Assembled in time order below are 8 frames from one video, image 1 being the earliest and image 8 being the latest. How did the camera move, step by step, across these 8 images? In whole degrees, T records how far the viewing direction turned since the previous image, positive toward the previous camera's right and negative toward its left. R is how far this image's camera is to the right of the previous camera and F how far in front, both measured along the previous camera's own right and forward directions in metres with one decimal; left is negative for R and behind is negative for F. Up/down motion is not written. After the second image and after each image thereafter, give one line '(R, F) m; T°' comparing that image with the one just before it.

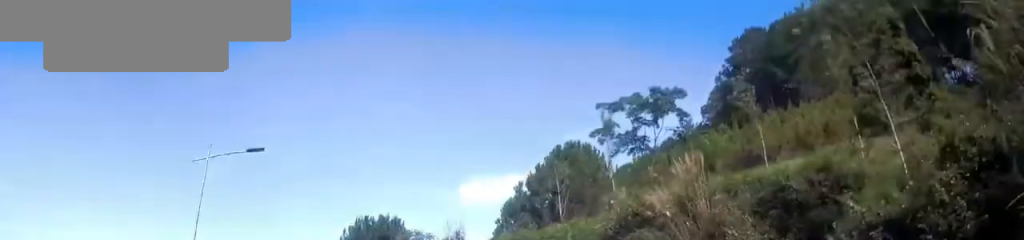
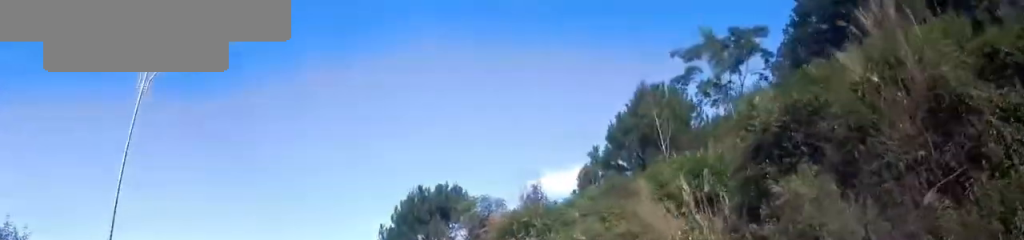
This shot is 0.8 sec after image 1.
(-0.9, +7.8) m; -11°
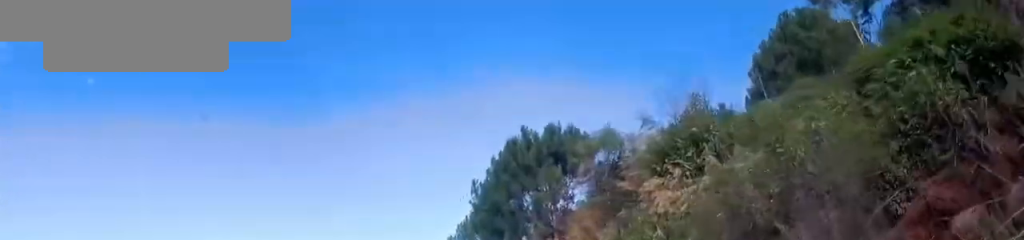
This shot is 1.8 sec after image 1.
(-1.0, +8.8) m; +6°
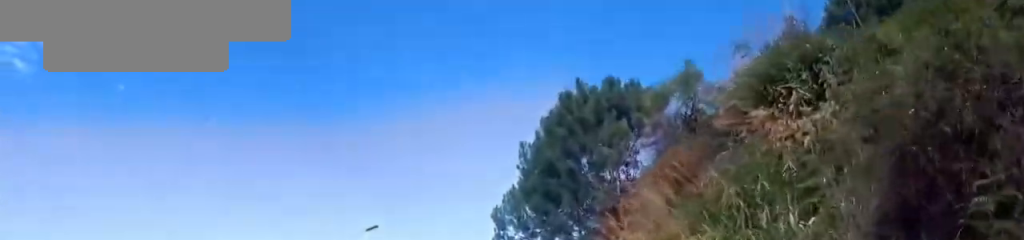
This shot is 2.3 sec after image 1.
(+1.7, +3.5) m; +1°
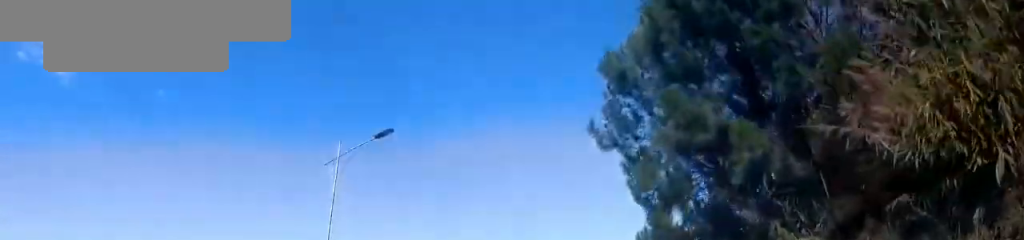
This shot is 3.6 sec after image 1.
(-2.5, +10.8) m; -20°
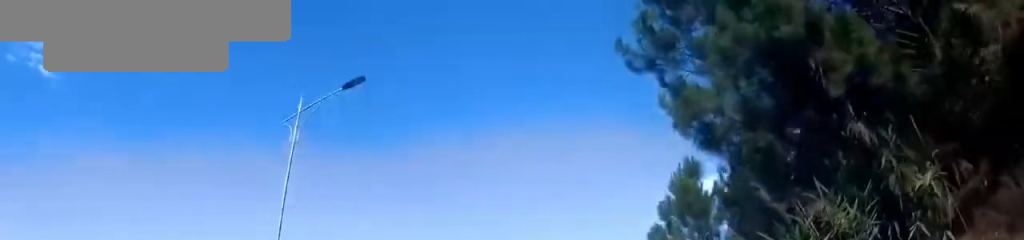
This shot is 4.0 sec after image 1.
(0.0, +3.4) m; +3°
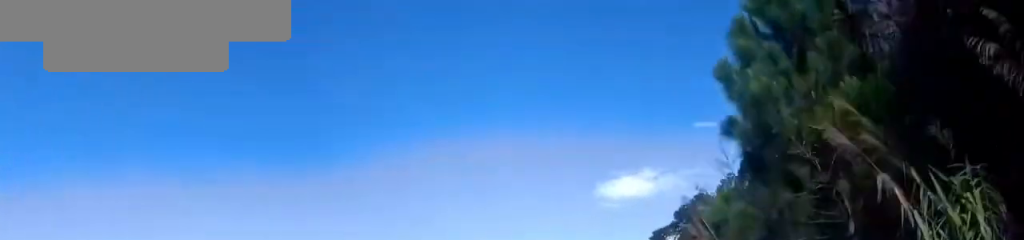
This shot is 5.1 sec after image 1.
(+0.5, +9.1) m; +7°
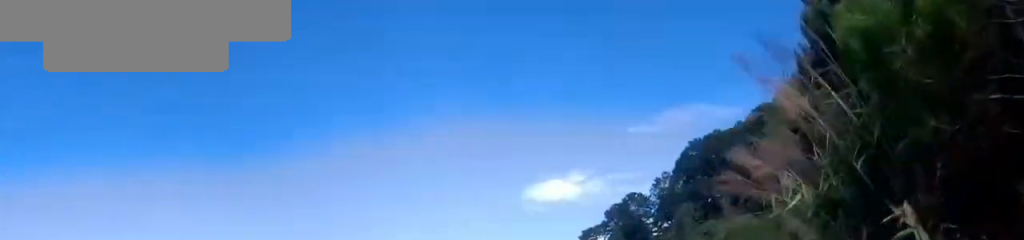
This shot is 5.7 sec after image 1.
(+0.2, +4.8) m; +4°
